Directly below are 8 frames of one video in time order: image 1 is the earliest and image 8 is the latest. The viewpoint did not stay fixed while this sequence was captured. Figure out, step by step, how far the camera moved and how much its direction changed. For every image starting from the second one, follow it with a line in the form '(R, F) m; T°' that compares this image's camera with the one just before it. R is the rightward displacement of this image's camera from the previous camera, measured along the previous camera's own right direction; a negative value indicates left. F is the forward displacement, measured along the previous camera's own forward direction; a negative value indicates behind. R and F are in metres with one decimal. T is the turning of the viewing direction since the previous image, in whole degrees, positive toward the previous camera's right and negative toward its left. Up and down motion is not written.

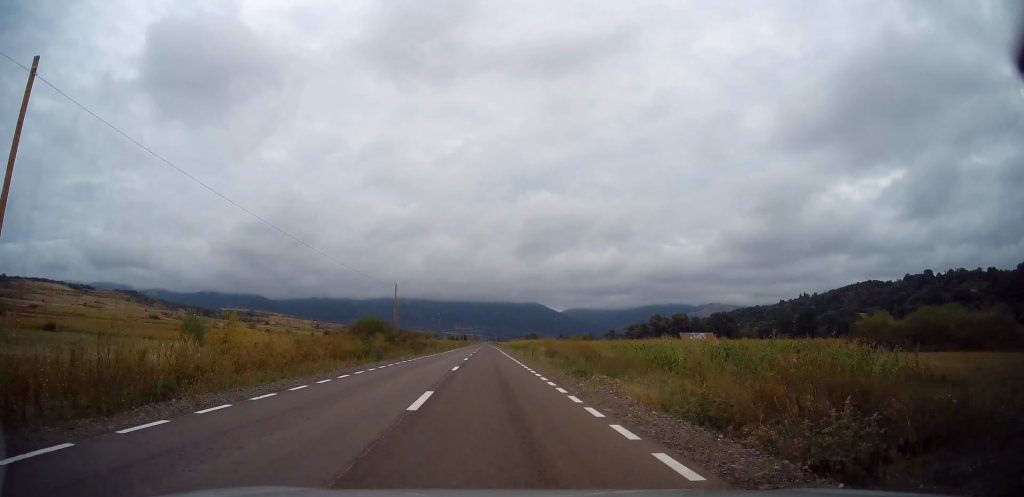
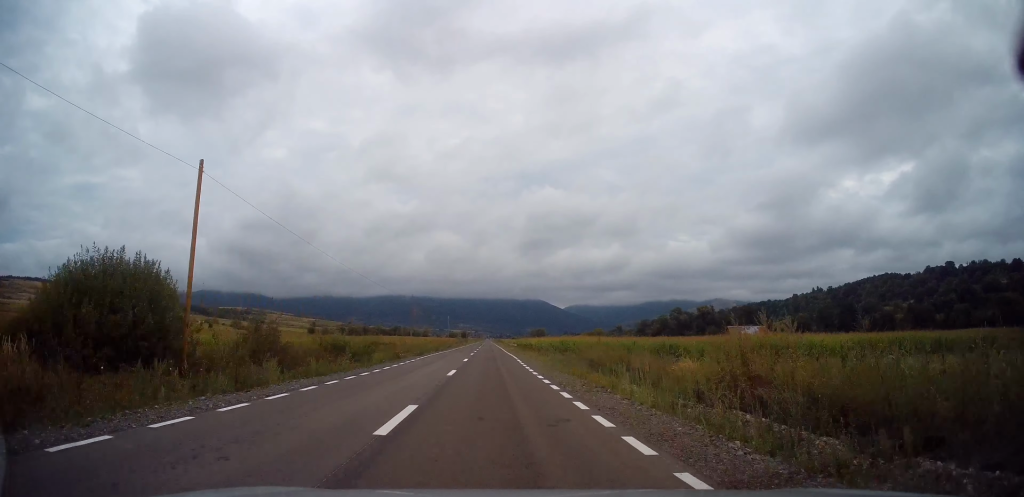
(0.0, +36.6) m; 0°
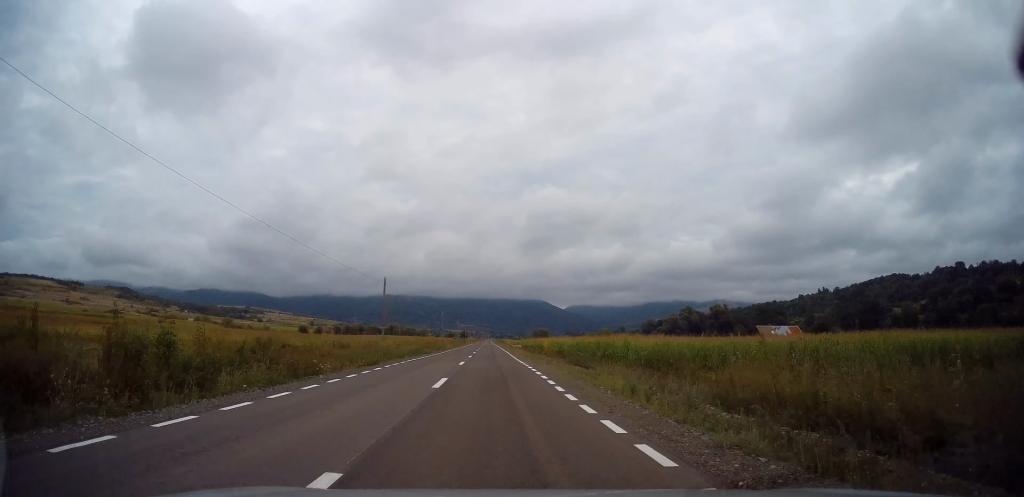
(+0.1, +16.6) m; 0°
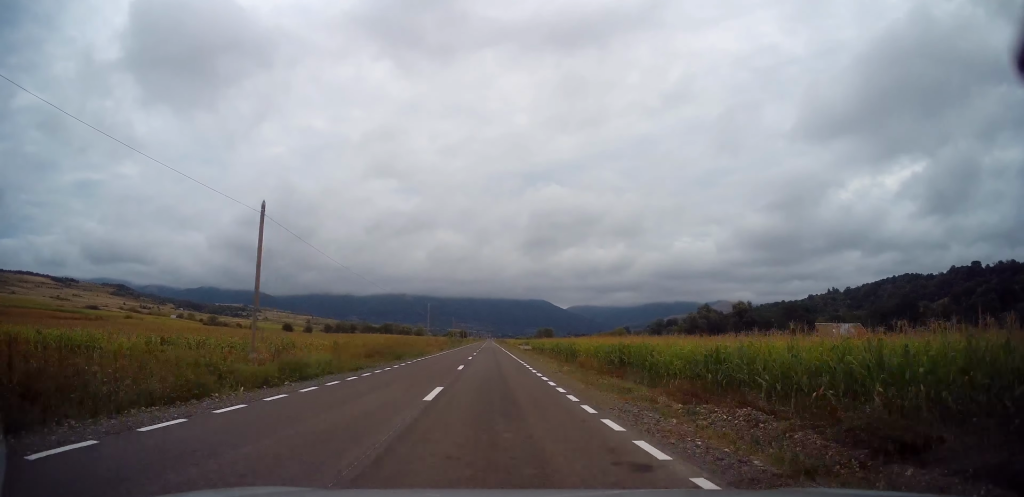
(0.0, +25.4) m; -1°
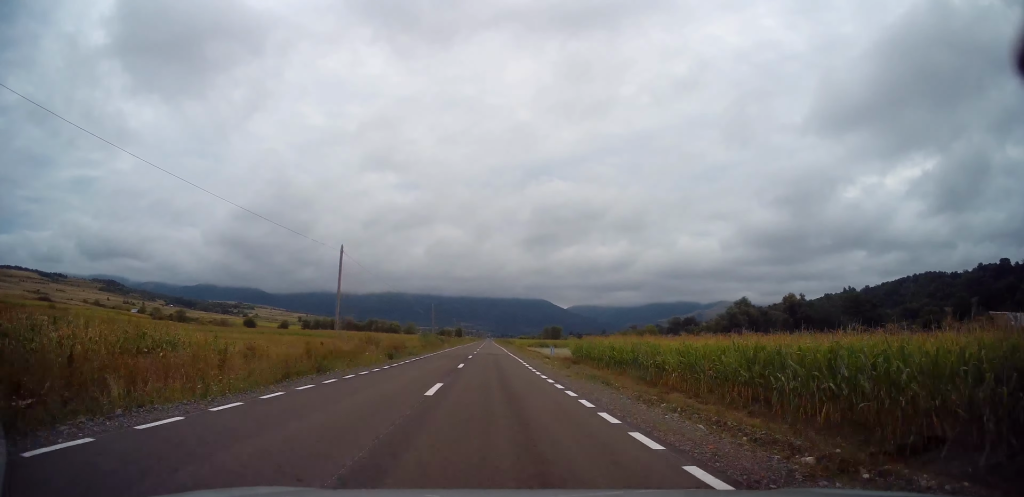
(-0.1, +45.7) m; 0°
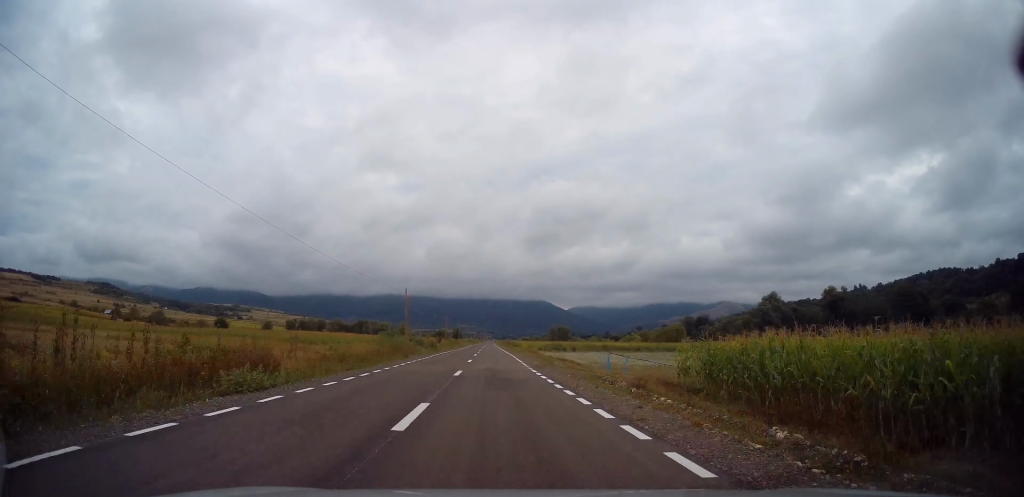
(-0.1, +27.2) m; -1°
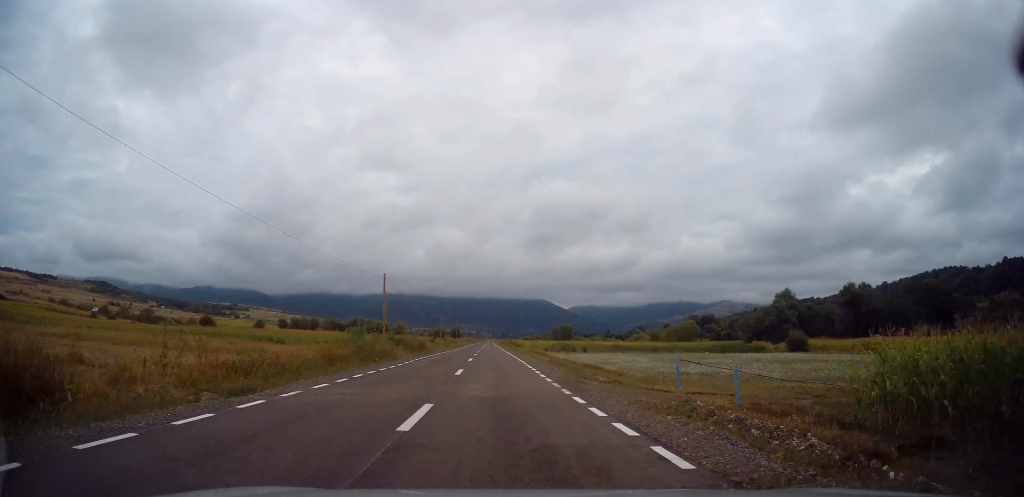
(0.0, +11.4) m; 0°
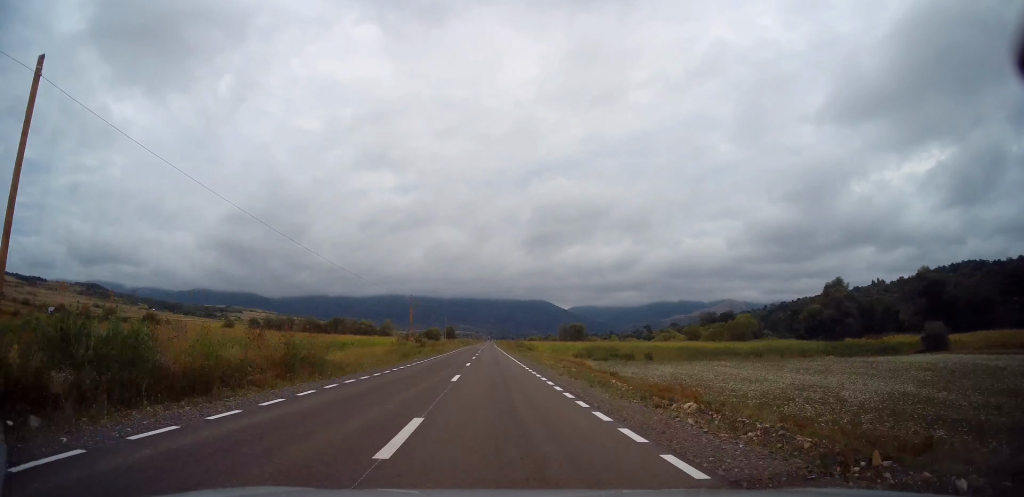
(+0.3, +36.0) m; +1°
